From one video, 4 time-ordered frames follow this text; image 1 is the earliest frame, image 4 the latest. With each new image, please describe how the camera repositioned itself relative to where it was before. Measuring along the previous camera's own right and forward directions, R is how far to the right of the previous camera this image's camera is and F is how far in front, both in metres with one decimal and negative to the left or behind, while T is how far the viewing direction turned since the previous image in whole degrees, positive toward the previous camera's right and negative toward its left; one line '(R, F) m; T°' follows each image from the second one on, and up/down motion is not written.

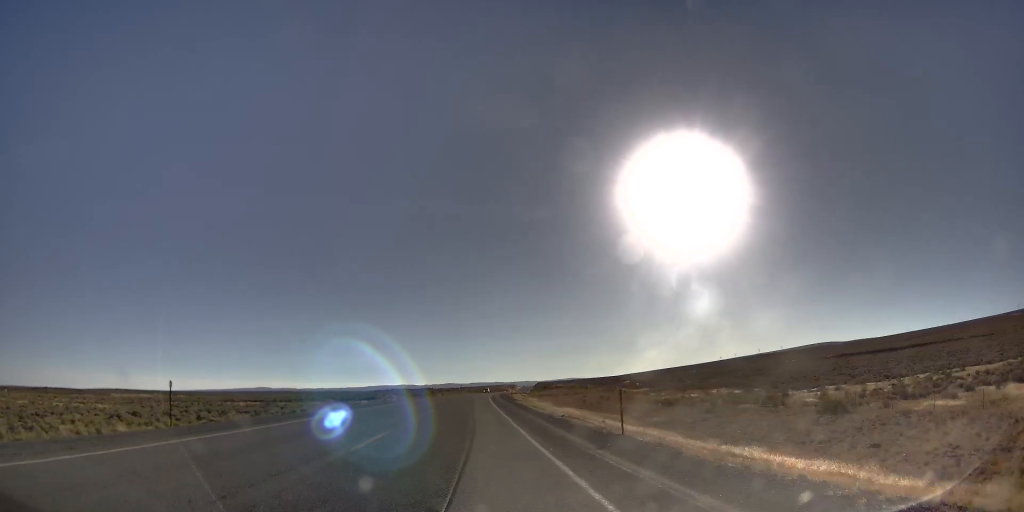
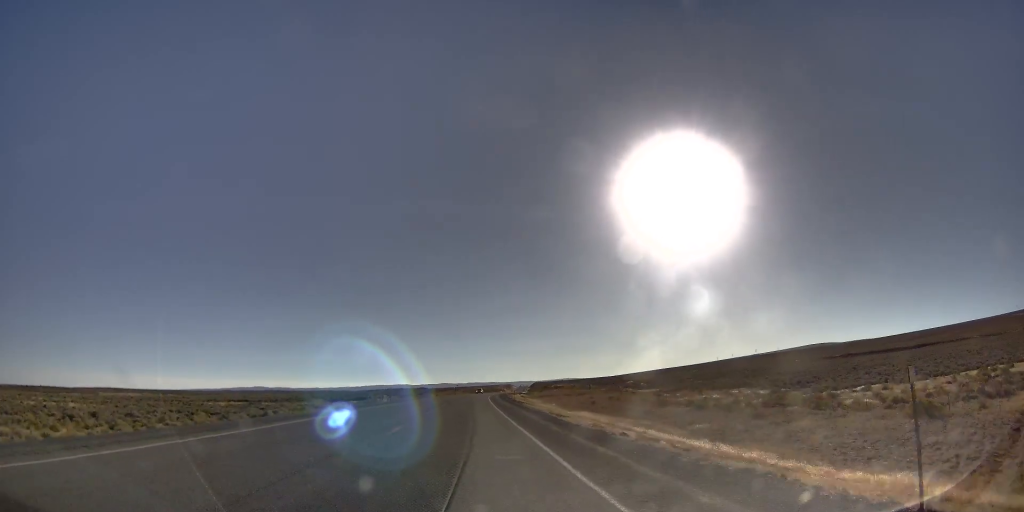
(+0.1, +11.8) m; 0°
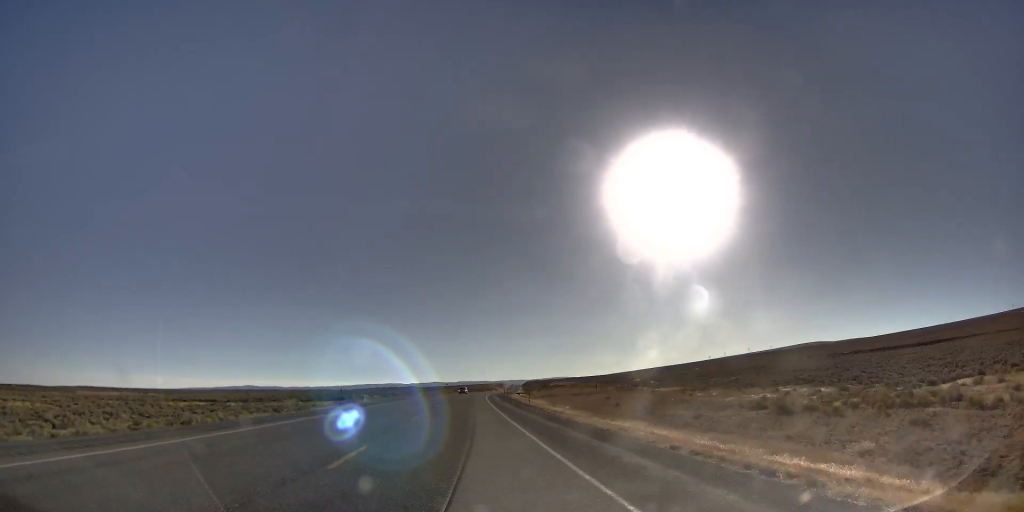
(+0.2, +21.6) m; -1°
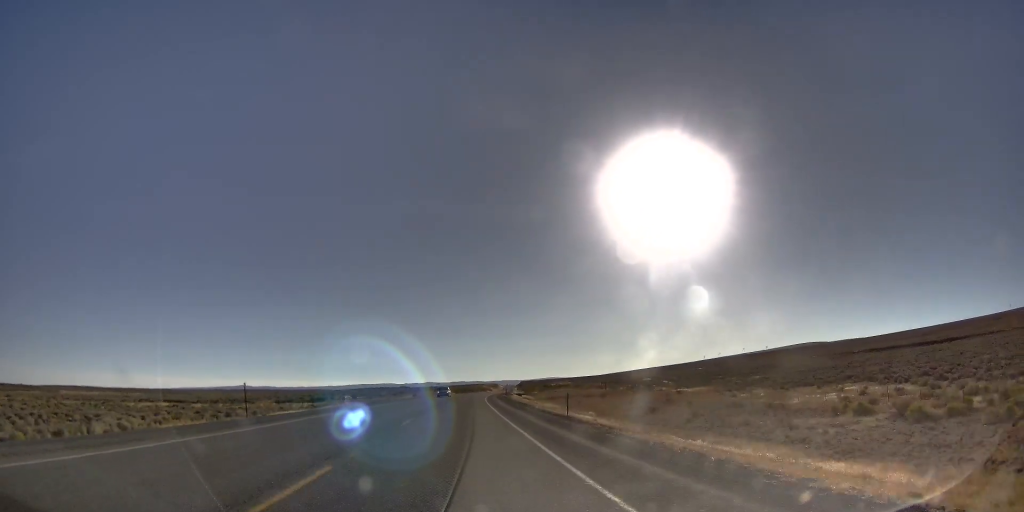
(-0.4, +18.5) m; -2°
